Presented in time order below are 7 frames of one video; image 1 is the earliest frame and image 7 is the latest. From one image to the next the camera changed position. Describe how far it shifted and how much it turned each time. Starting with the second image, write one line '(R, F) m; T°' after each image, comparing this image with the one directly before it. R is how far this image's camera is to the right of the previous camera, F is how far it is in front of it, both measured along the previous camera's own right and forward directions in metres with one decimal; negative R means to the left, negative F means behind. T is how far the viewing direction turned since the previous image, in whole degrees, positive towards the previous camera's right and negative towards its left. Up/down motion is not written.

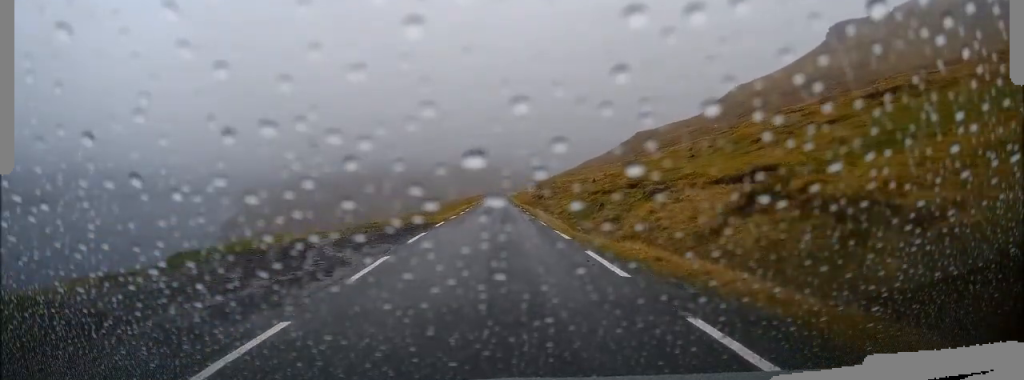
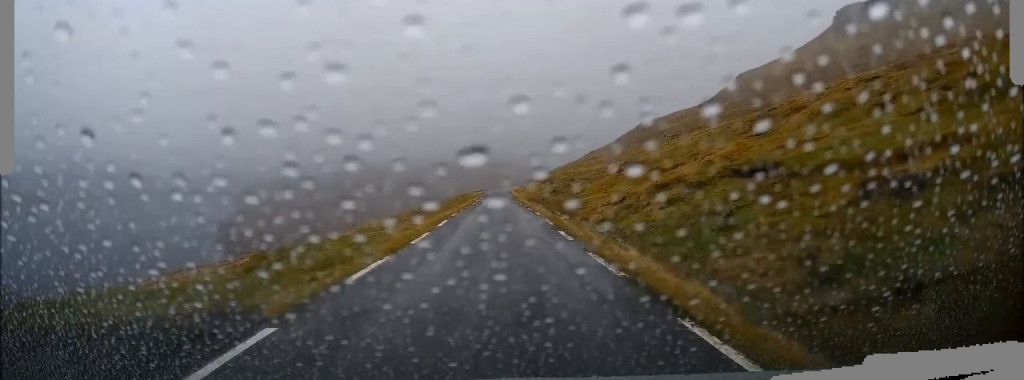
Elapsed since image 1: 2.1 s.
(+0.4, +18.7) m; -1°
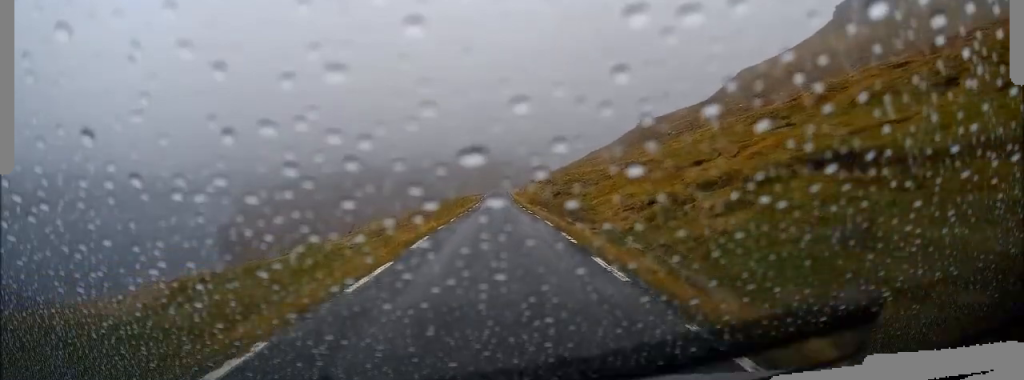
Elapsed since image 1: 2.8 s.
(-0.1, +6.2) m; -2°
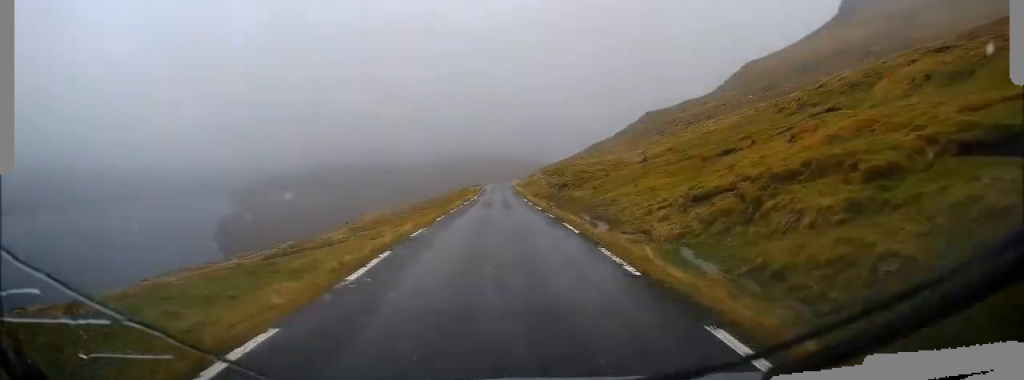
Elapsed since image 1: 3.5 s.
(-0.1, +6.2) m; +1°
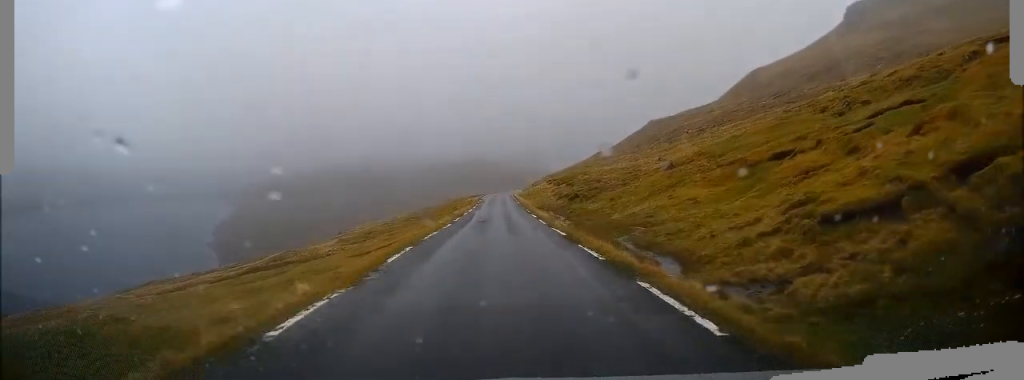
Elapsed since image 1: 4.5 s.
(+0.2, +8.9) m; +1°
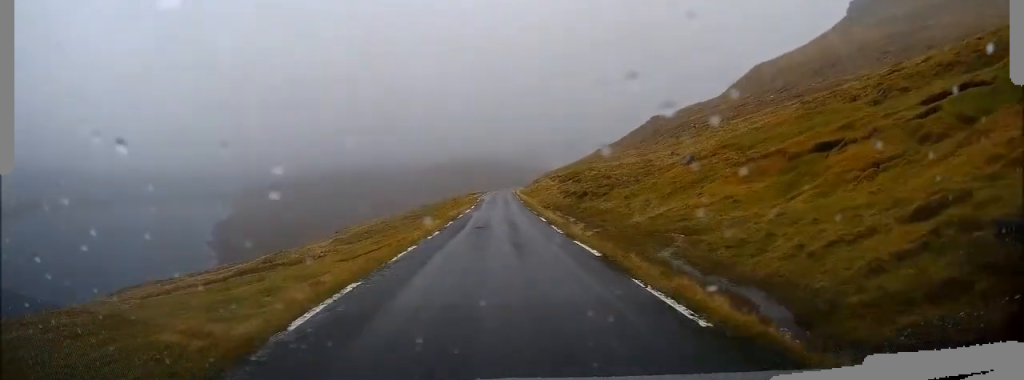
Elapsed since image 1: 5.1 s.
(0.0, +5.4) m; 0°
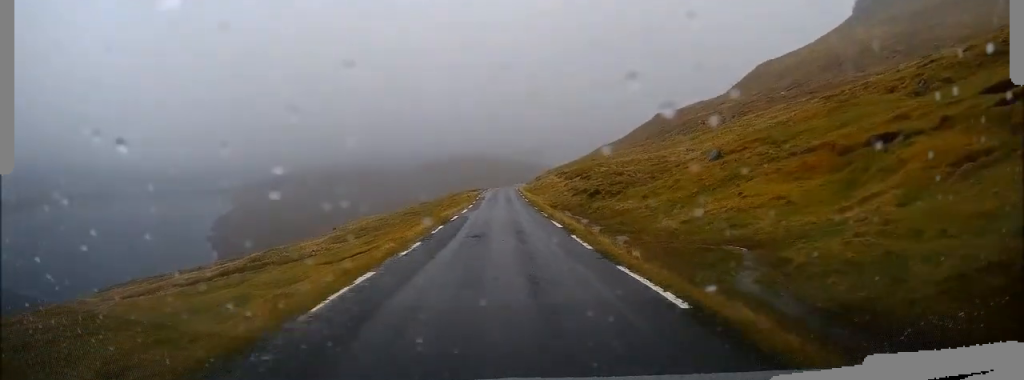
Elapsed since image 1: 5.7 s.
(-0.1, +5.1) m; 0°
